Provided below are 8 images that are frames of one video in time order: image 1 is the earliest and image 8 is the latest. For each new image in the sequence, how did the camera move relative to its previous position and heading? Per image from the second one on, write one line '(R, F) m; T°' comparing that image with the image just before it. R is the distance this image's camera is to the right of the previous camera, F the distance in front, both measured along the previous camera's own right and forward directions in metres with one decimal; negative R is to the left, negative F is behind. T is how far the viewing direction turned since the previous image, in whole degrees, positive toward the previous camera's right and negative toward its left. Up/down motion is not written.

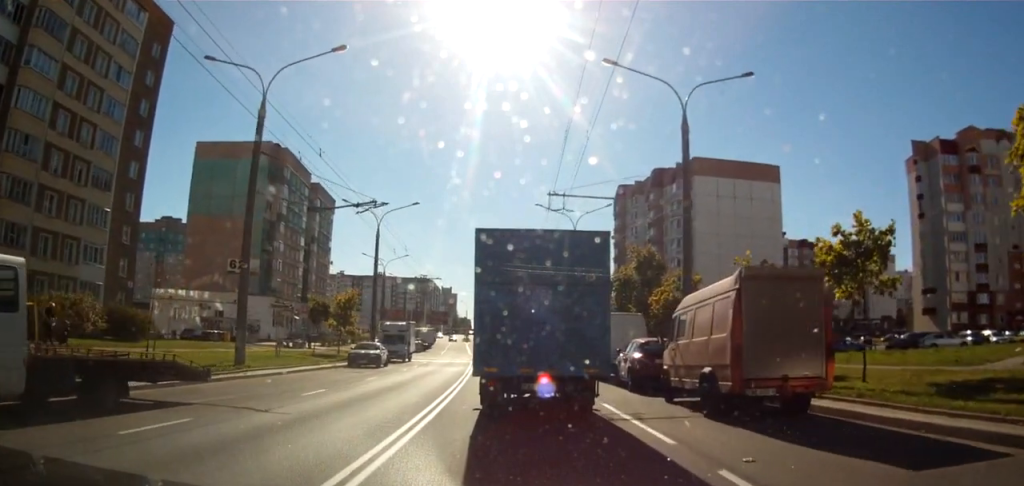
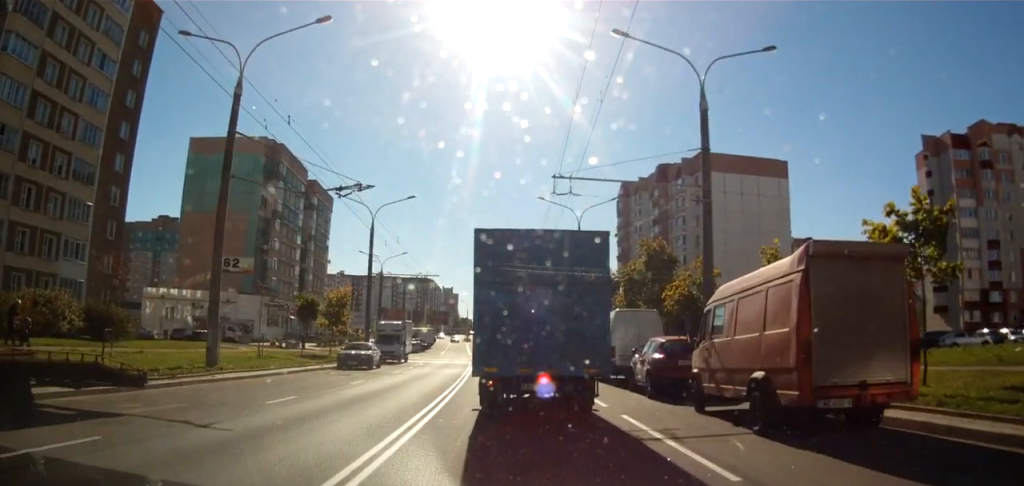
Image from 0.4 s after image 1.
(-0.1, +2.6) m; -1°
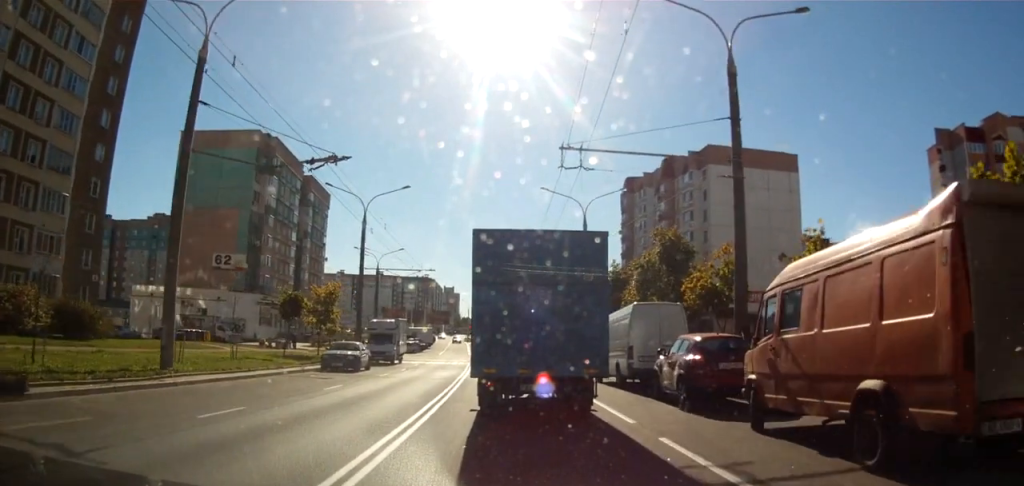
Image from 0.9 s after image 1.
(-0.1, +3.1) m; -2°
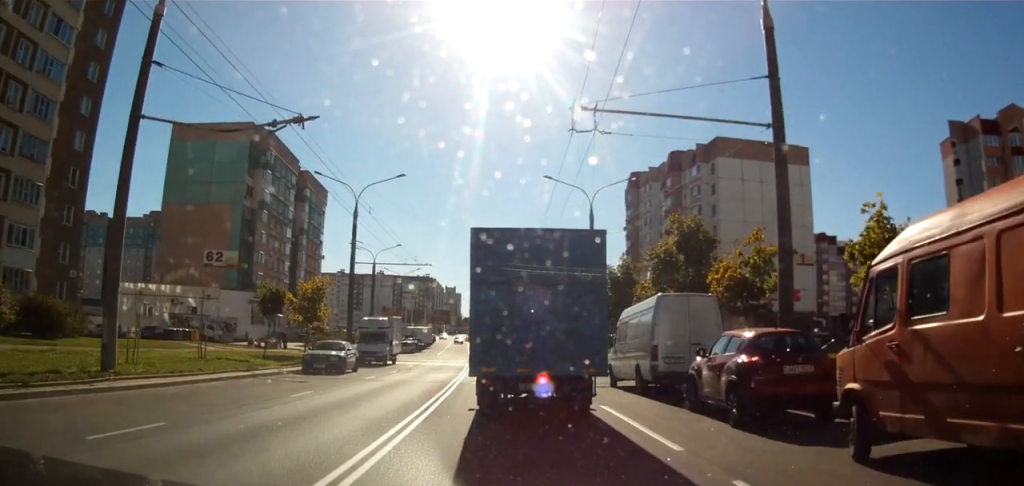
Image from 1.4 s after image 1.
(-0.1, +3.3) m; -1°
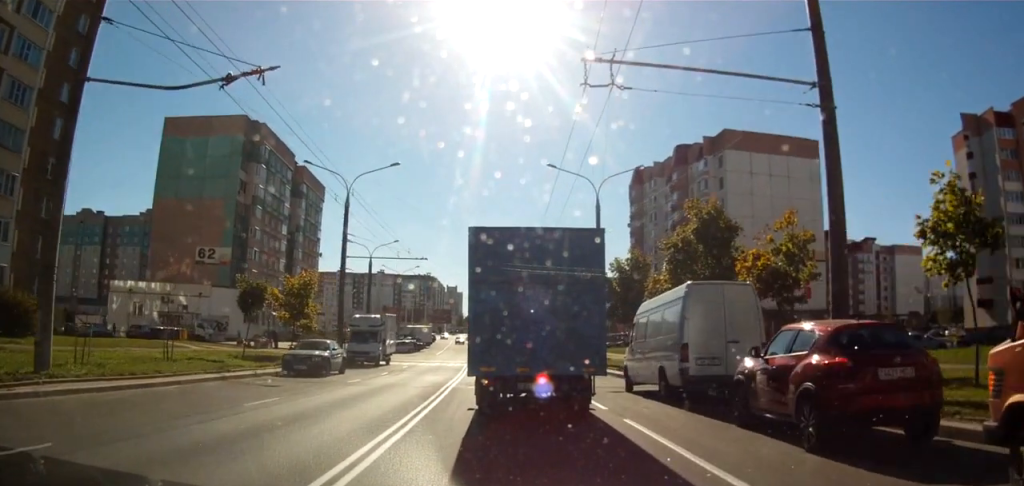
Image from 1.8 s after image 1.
(0.0, +2.8) m; 0°
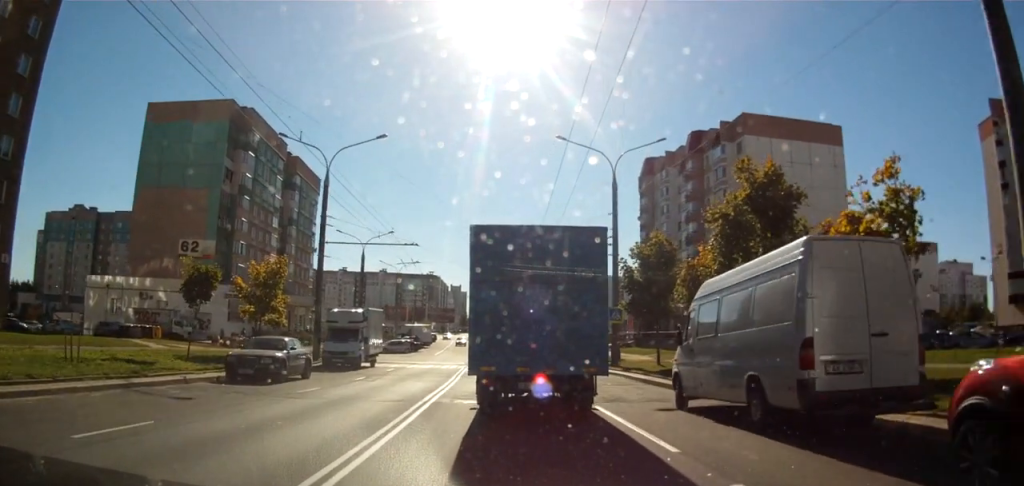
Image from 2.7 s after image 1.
(0.0, +5.7) m; -1°
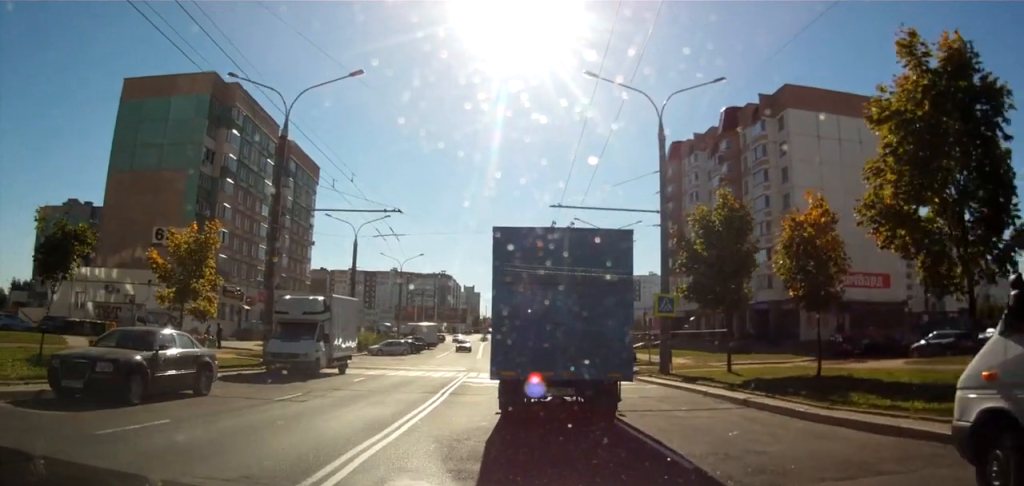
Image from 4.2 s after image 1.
(-0.3, +9.6) m; -2°
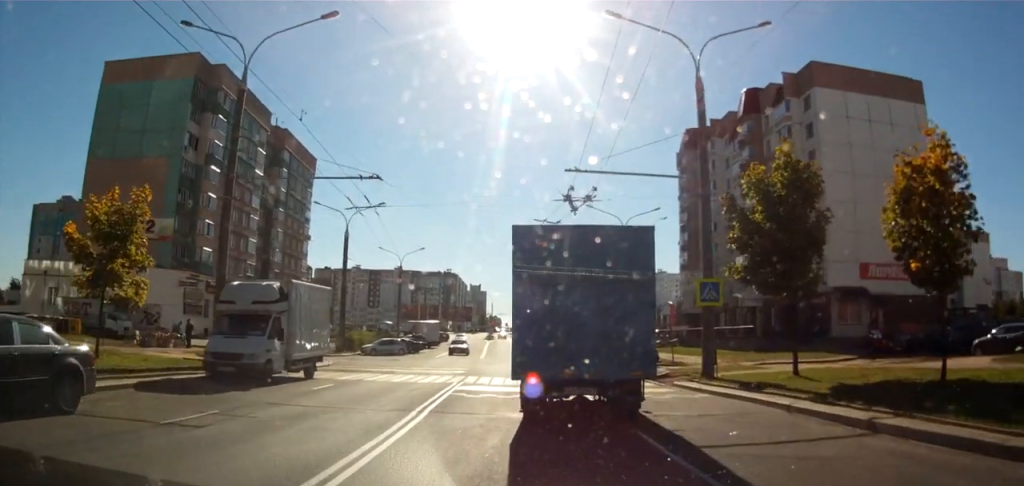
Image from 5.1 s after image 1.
(+0.1, +5.7) m; 0°
